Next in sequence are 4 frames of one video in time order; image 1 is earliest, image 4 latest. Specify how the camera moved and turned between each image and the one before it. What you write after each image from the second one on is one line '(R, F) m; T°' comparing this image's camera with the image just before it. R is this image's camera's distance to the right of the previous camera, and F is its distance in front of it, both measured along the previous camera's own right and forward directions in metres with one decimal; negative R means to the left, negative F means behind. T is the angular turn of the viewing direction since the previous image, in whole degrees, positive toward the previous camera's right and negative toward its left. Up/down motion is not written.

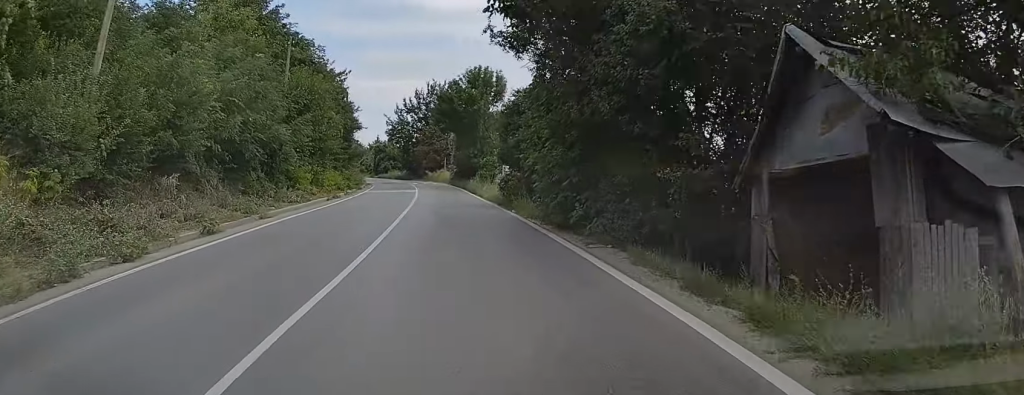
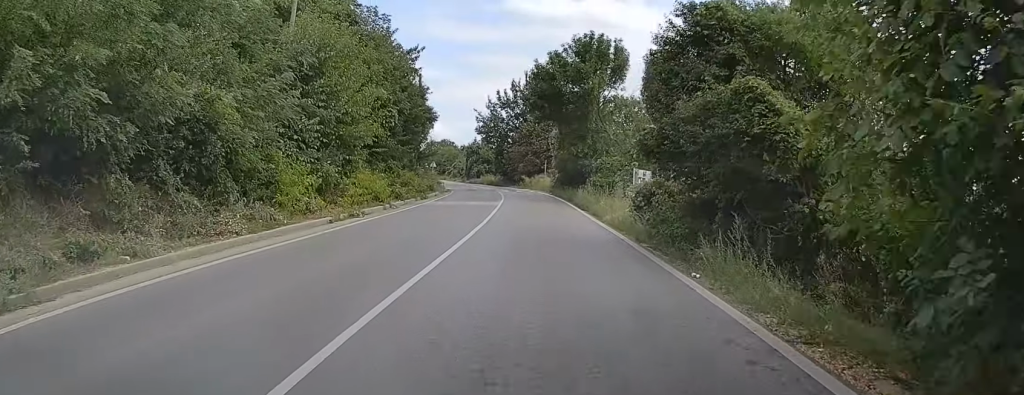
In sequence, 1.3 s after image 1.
(-1.3, +15.1) m; -8°
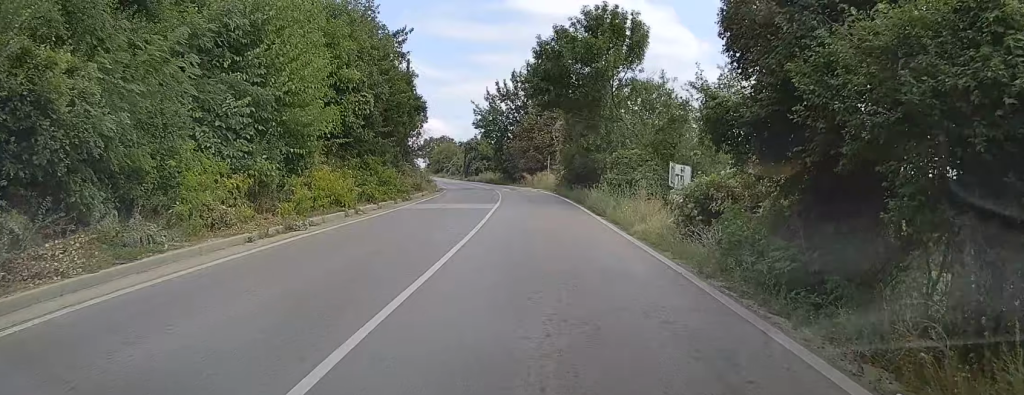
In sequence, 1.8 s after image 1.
(-0.1, +6.1) m; -1°
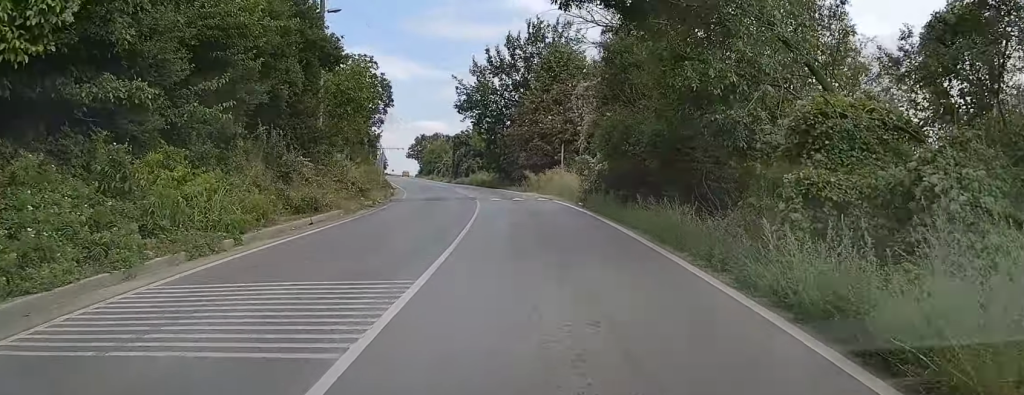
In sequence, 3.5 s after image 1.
(-0.2, +21.1) m; 0°
